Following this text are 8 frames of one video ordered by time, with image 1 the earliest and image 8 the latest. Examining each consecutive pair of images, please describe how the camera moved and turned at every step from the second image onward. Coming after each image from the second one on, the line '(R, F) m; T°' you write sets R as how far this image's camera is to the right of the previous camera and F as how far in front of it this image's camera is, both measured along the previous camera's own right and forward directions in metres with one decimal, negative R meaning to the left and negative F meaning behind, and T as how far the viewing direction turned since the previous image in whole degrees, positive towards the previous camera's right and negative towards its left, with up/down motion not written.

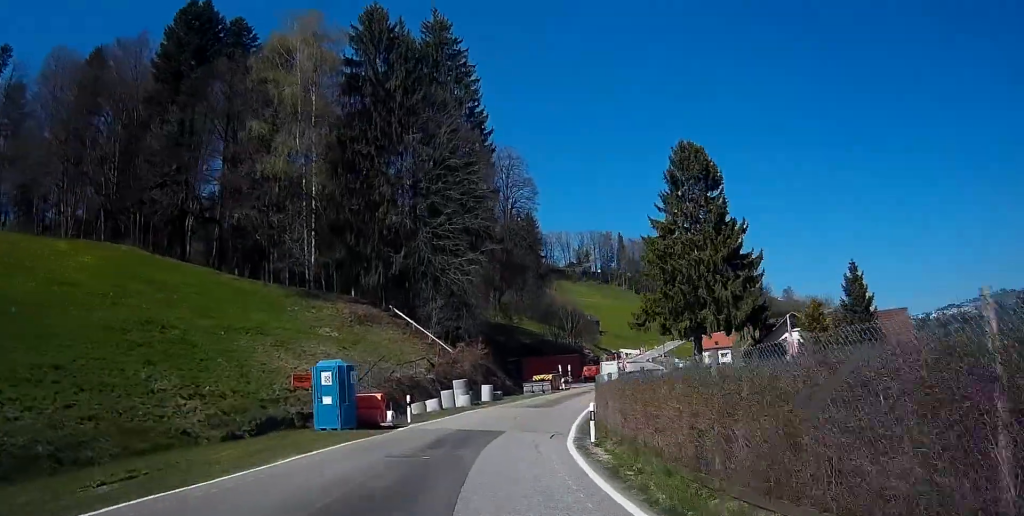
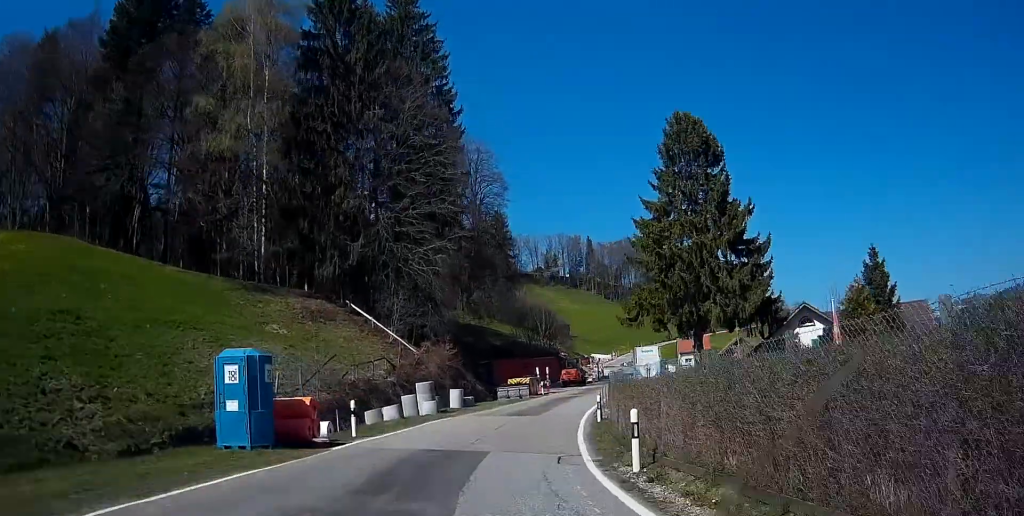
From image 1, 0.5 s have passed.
(+0.2, +7.0) m; +2°
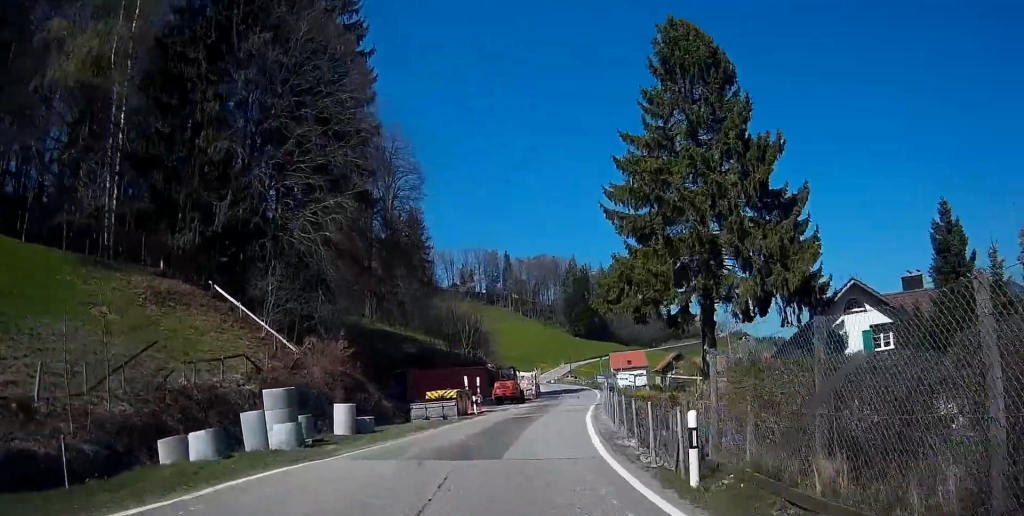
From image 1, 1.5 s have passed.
(0.0, +15.8) m; 0°
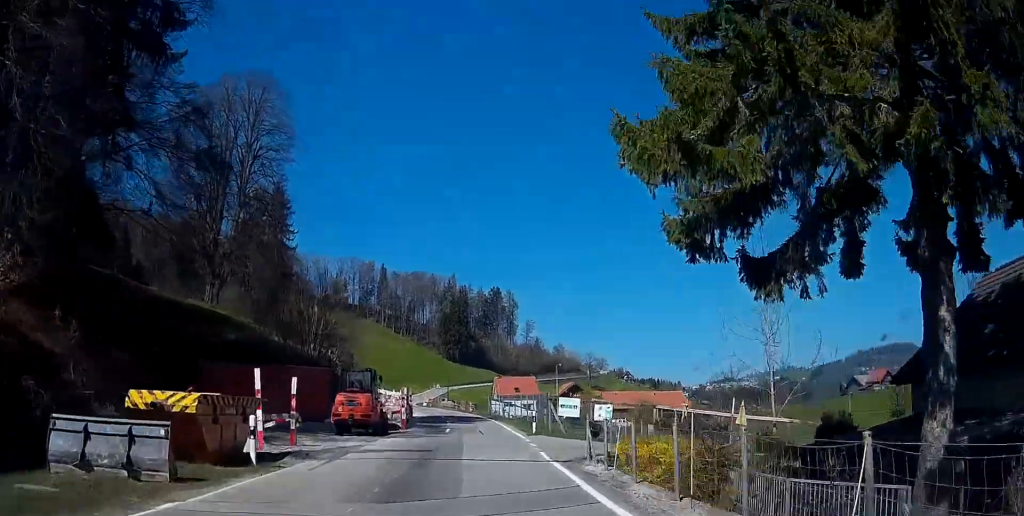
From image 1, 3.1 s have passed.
(0.0, +23.1) m; 0°
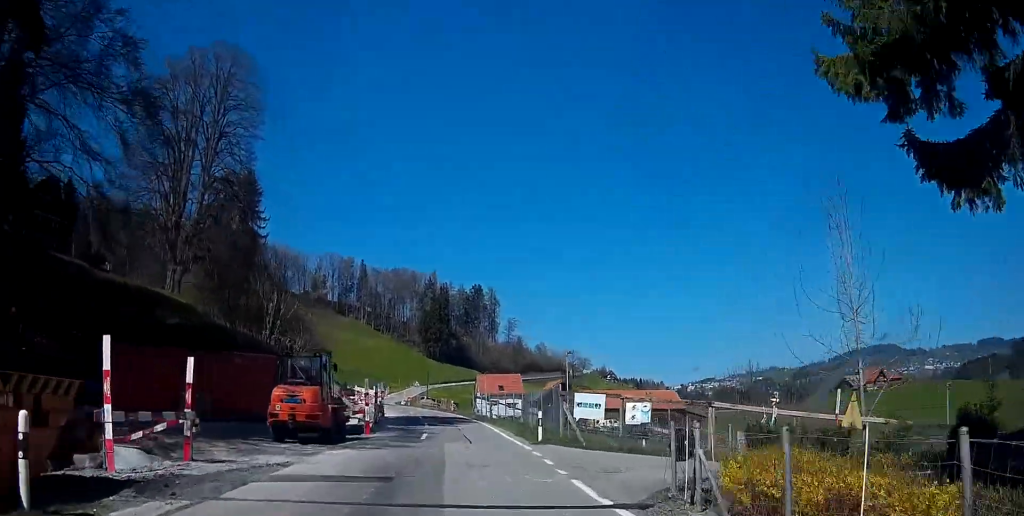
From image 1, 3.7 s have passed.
(0.0, +7.6) m; +2°
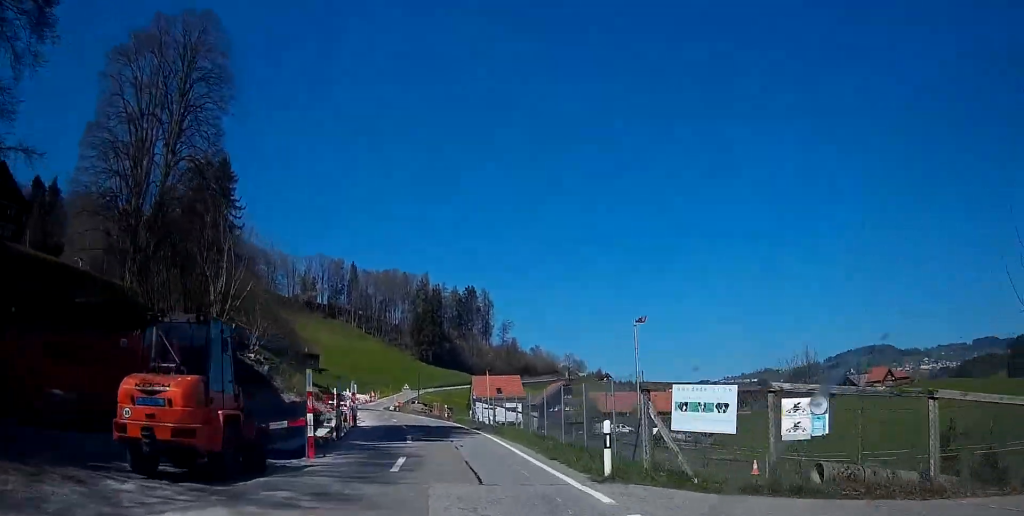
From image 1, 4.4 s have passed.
(0.0, +9.9) m; +1°
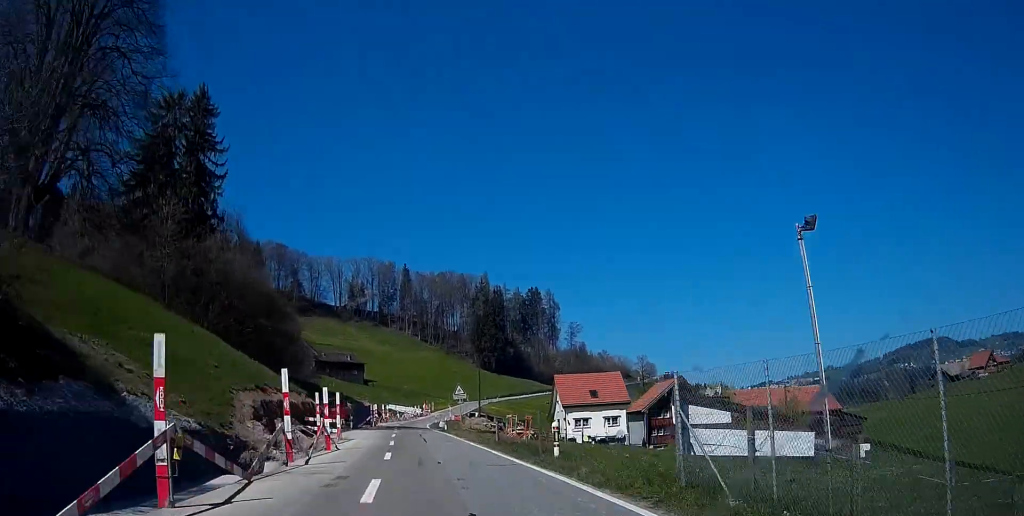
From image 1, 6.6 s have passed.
(-0.8, +31.2) m; +1°
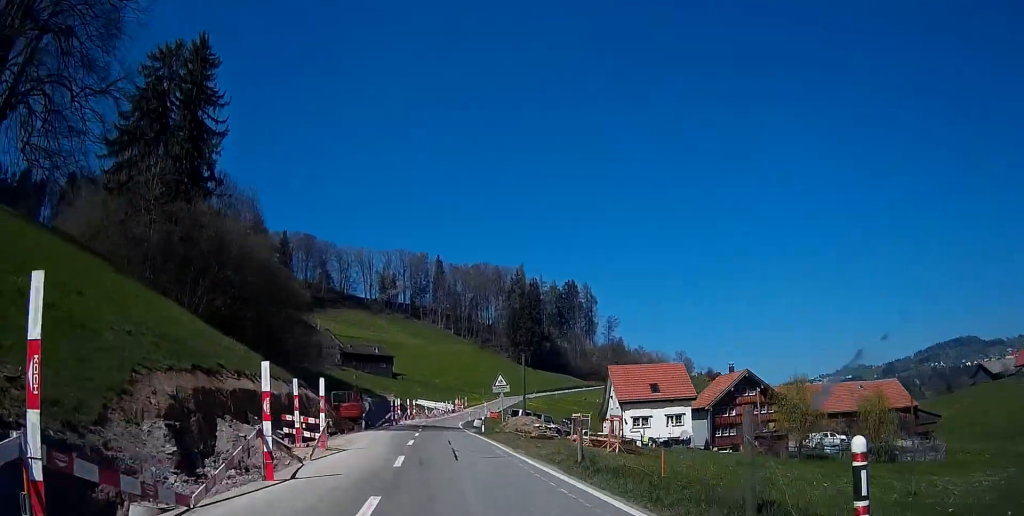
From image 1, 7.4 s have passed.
(+1.0, +11.4) m; +1°
